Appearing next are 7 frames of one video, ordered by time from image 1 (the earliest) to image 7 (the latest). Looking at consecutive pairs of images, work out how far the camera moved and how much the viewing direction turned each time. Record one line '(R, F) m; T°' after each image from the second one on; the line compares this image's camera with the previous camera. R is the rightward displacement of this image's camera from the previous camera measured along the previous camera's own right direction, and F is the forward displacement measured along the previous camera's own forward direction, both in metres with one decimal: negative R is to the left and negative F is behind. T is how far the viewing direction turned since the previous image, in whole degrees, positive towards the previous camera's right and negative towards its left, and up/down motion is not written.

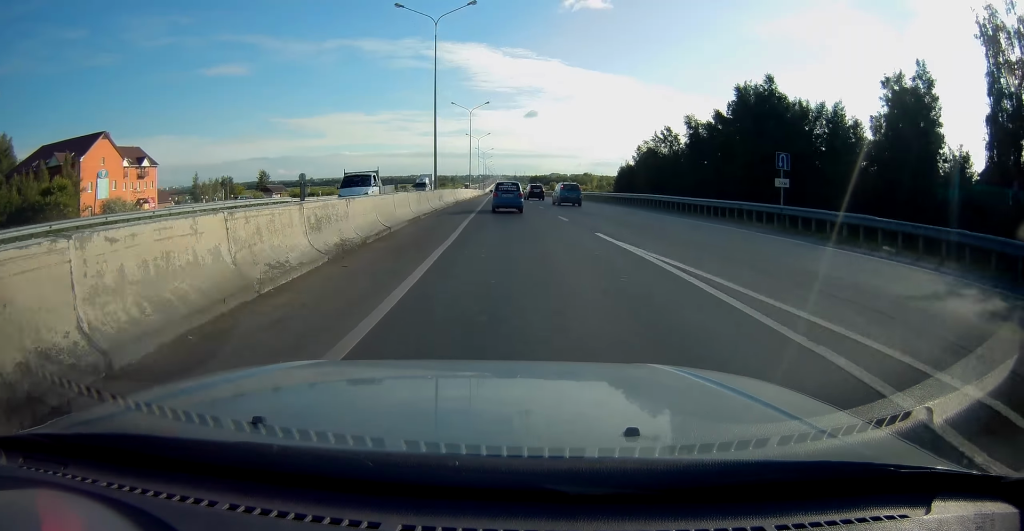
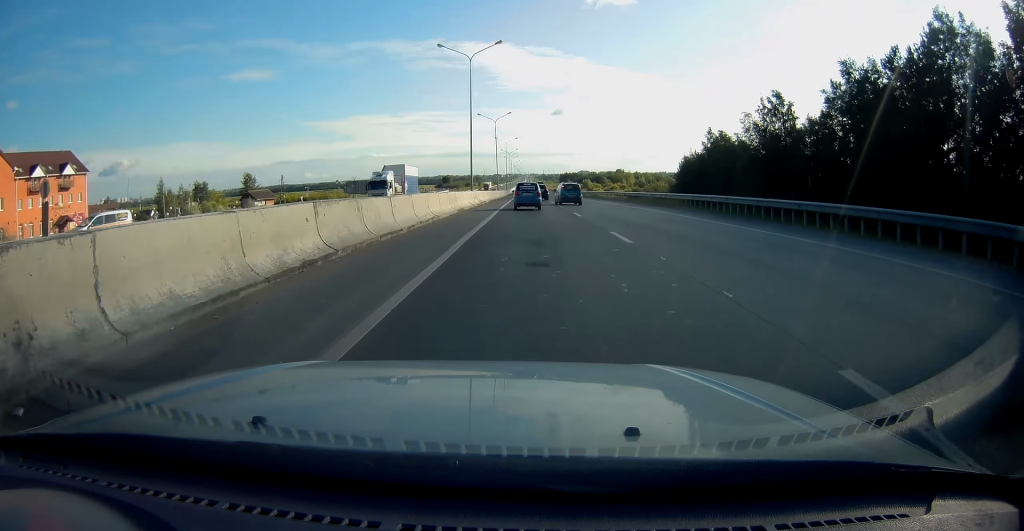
(-0.7, +32.7) m; -2°
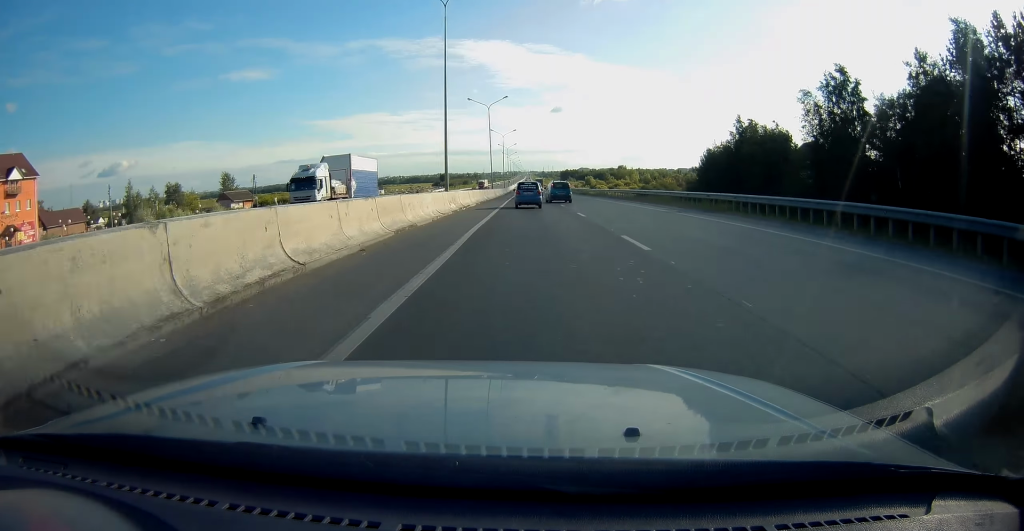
(-0.1, +14.1) m; 0°
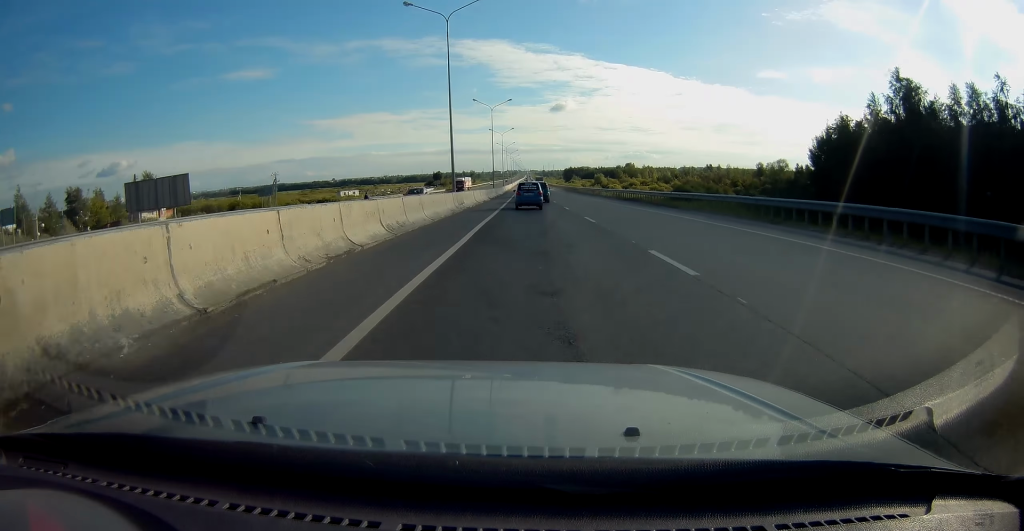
(0.0, +39.2) m; 0°
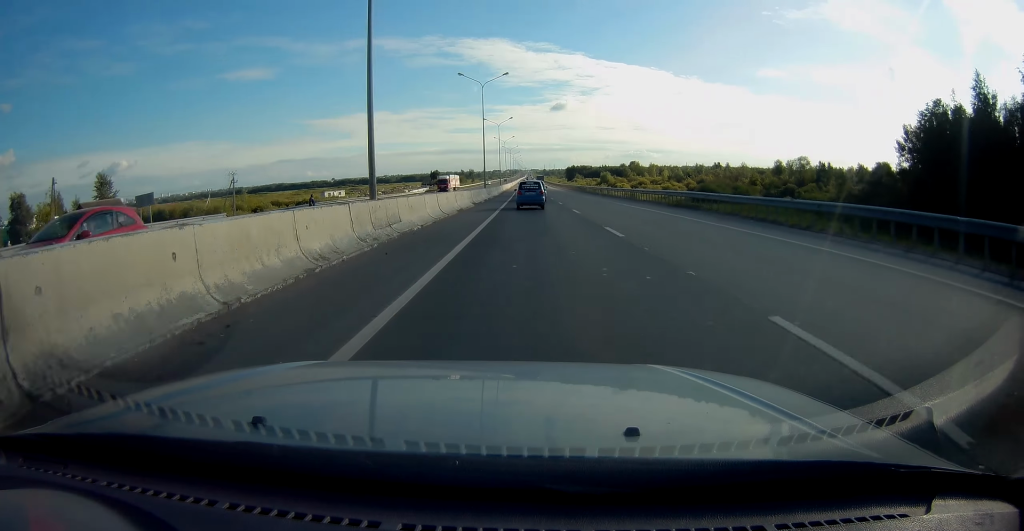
(0.0, +17.0) m; 0°
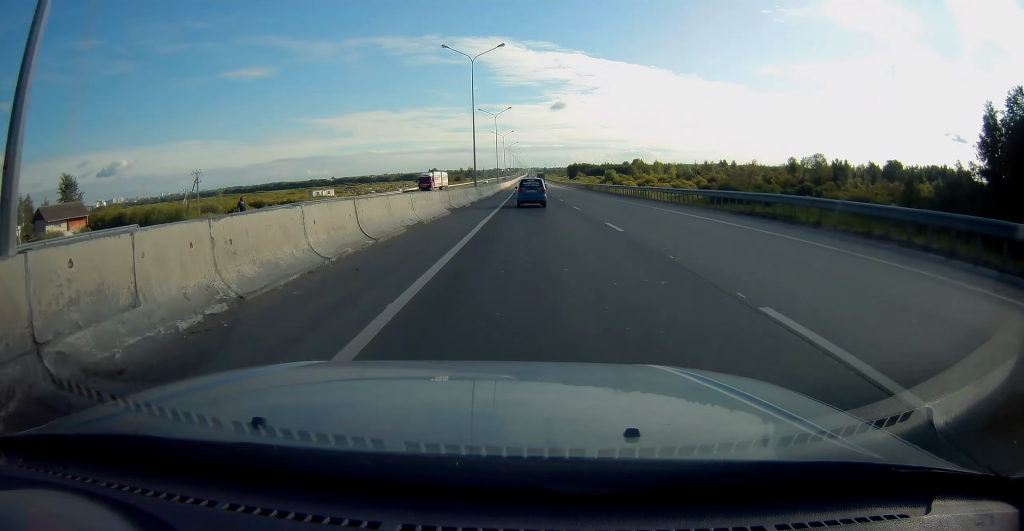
(0.0, +11.0) m; 0°
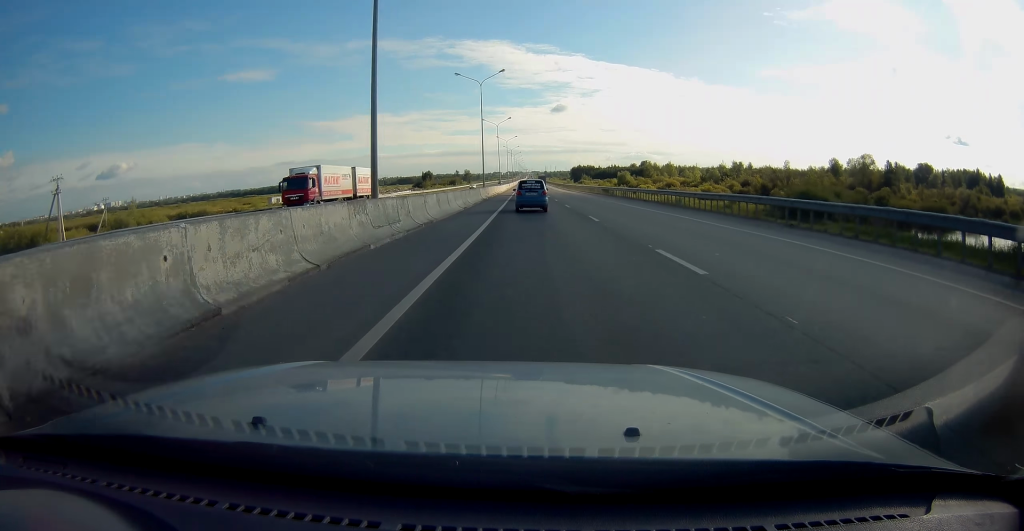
(+0.1, +28.1) m; 0°
